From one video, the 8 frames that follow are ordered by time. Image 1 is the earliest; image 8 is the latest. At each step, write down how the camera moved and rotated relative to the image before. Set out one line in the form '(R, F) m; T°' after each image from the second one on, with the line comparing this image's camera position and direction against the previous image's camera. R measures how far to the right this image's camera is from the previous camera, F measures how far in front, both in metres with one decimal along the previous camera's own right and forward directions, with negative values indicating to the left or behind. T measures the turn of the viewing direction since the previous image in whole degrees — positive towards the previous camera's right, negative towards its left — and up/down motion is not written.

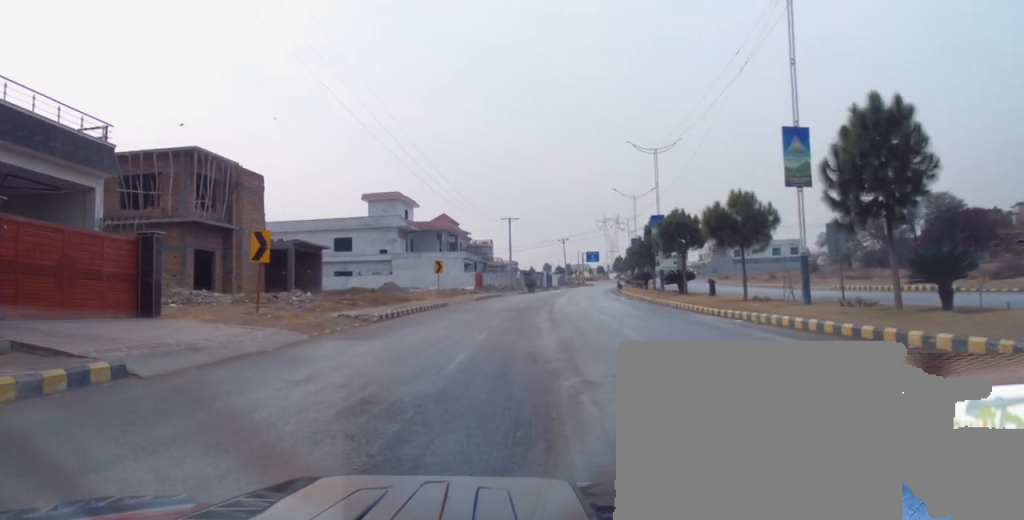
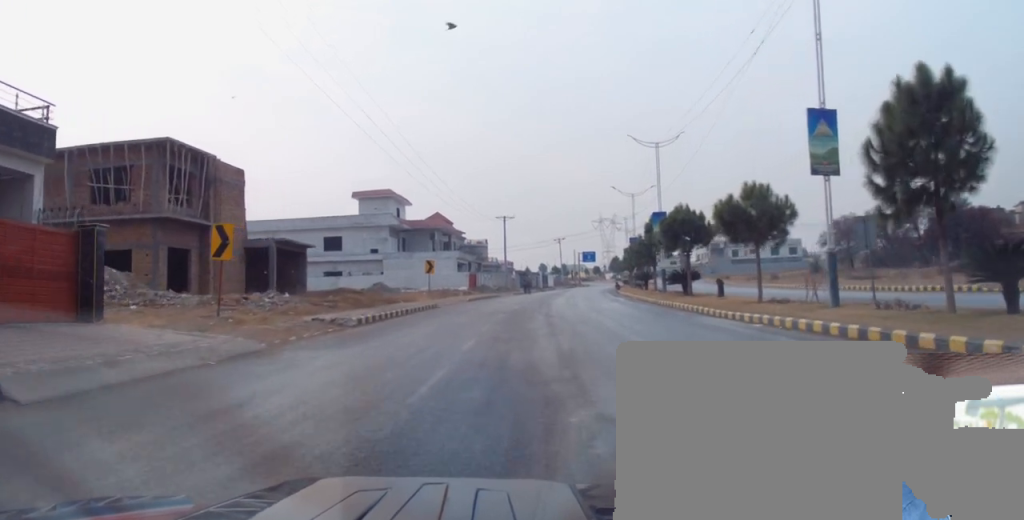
(-0.2, +2.5) m; 0°
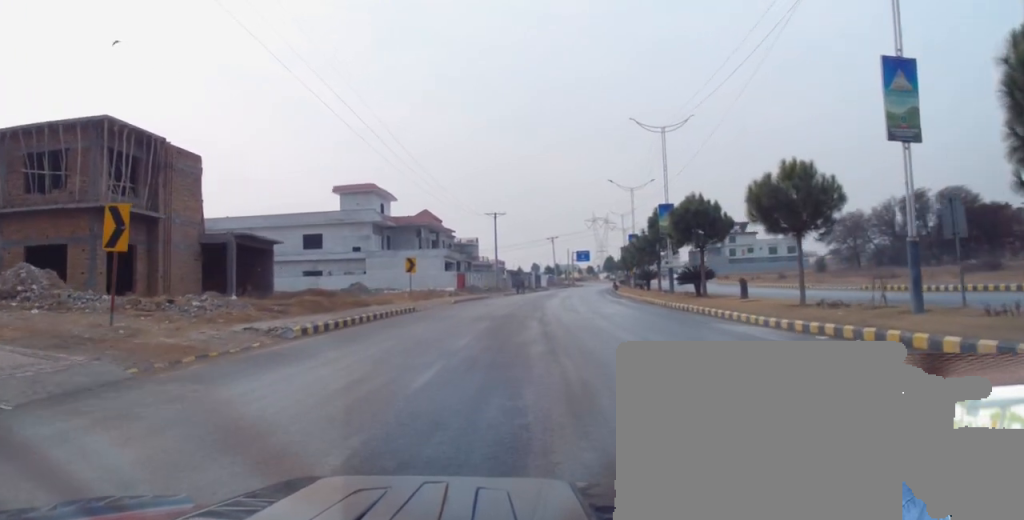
(+0.1, +5.1) m; +2°
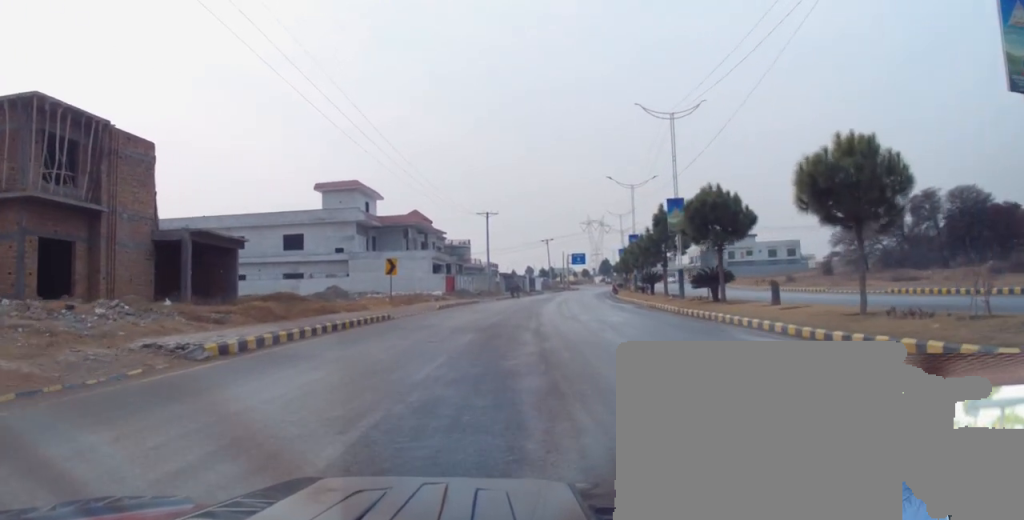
(+0.1, +4.6) m; 0°
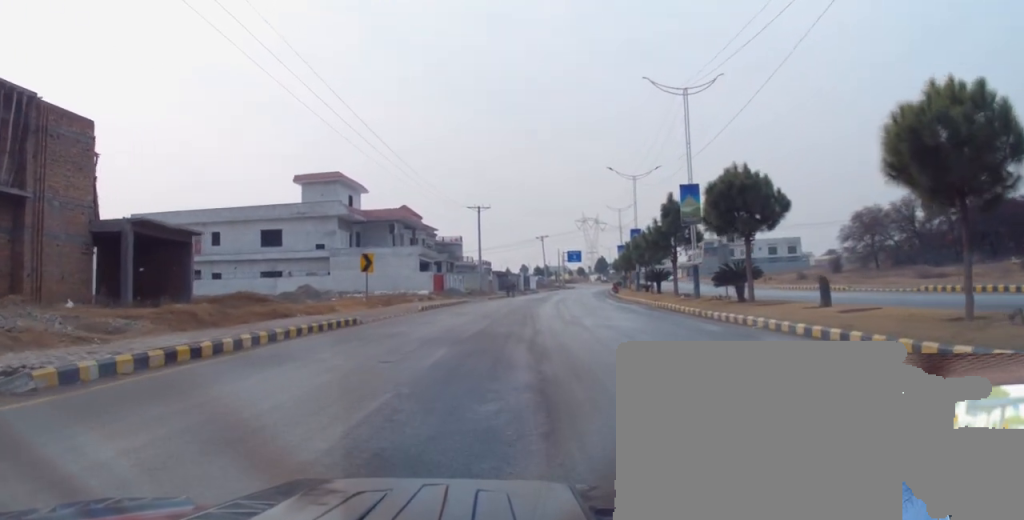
(0.0, +4.7) m; -2°
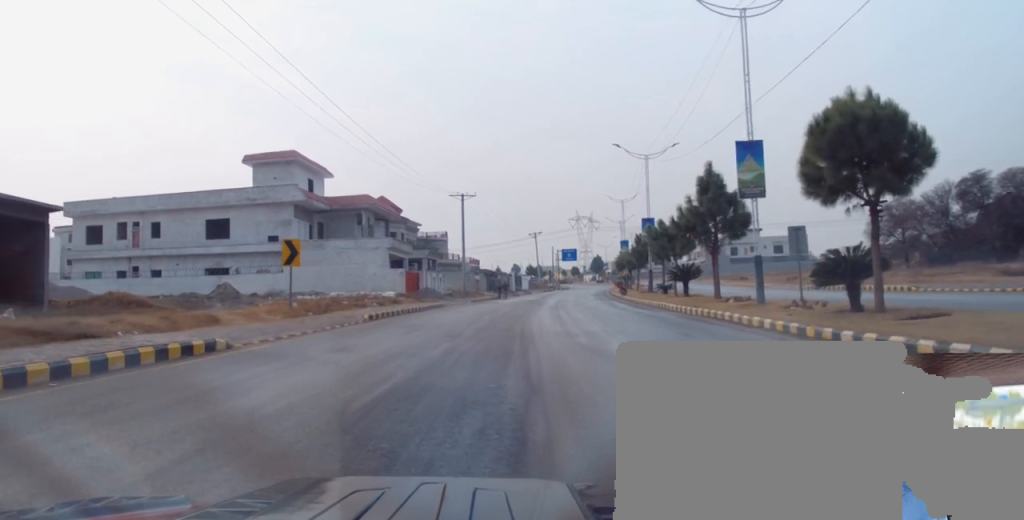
(+0.1, +10.5) m; +4°
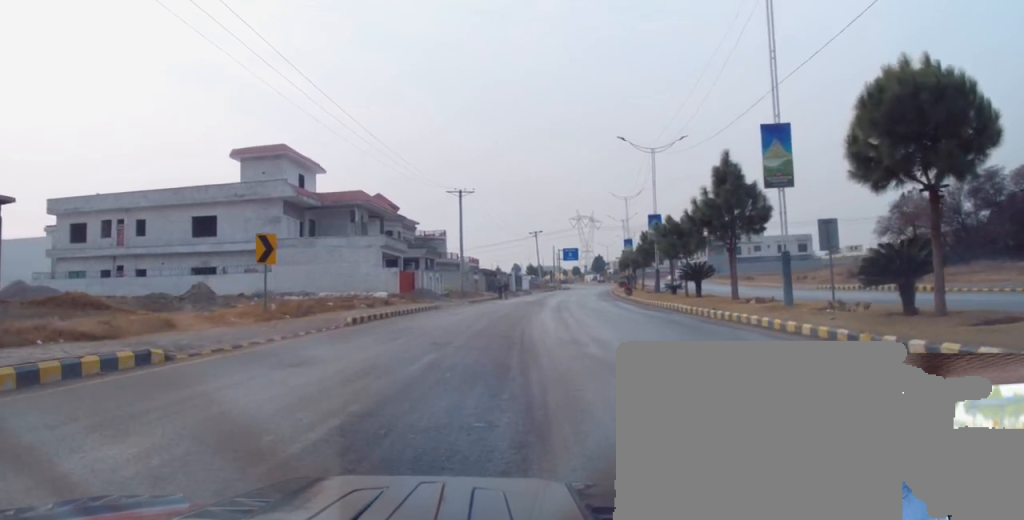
(0.0, +2.5) m; -2°
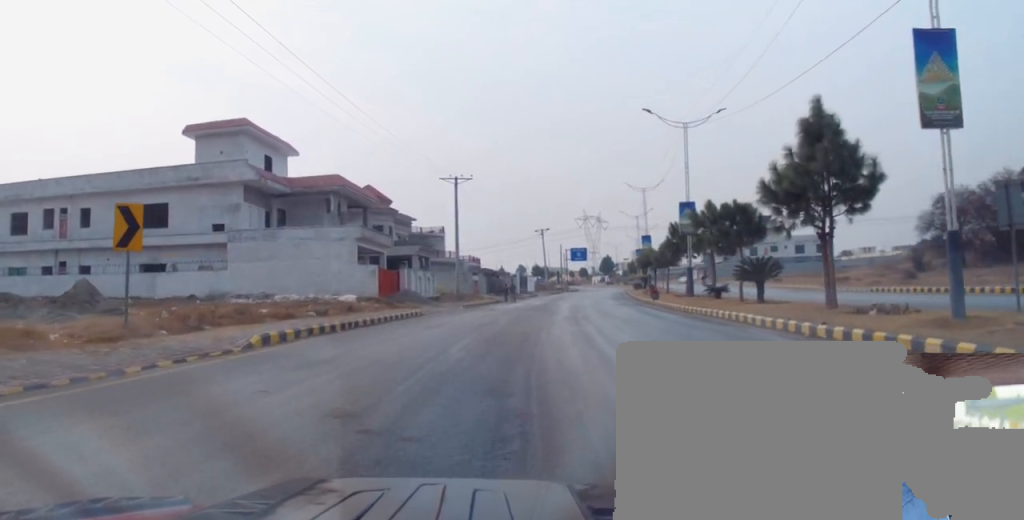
(-0.5, +8.6) m; -2°
